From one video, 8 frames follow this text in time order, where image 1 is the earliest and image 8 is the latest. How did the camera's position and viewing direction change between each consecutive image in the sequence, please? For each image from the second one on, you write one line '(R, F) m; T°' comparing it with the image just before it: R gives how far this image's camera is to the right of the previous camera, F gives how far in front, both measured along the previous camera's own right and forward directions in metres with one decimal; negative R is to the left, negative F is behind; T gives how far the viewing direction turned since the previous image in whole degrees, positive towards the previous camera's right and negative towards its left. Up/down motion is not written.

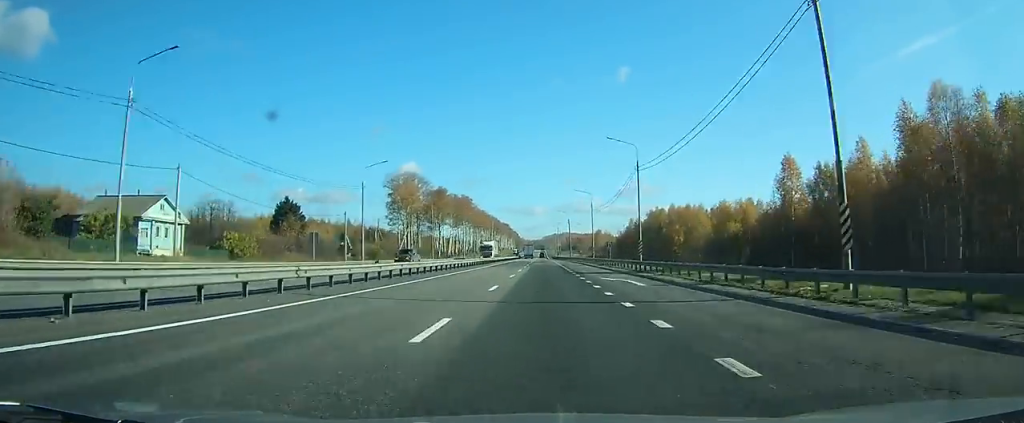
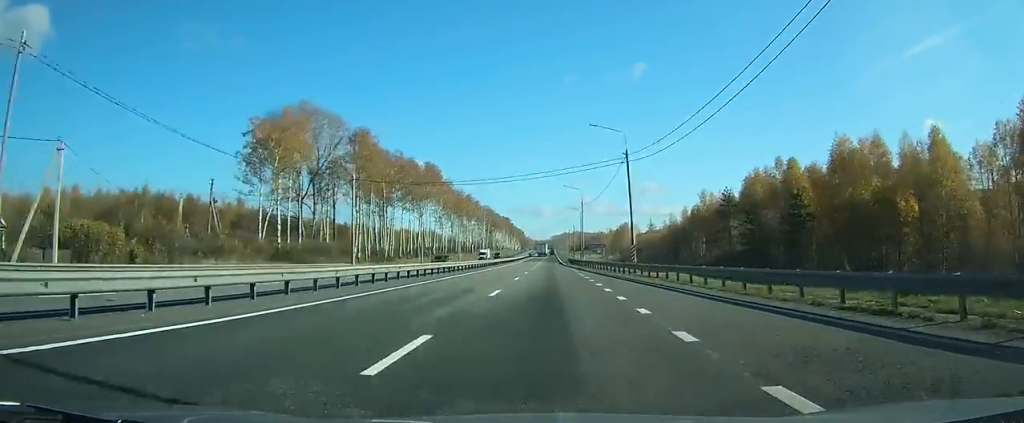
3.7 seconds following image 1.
(-0.7, +81.8) m; -1°
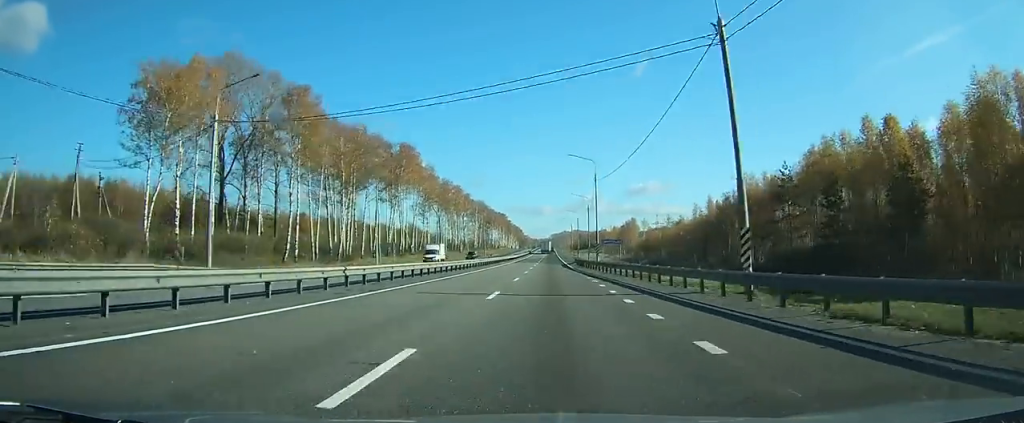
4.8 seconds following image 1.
(0.0, +24.8) m; 0°
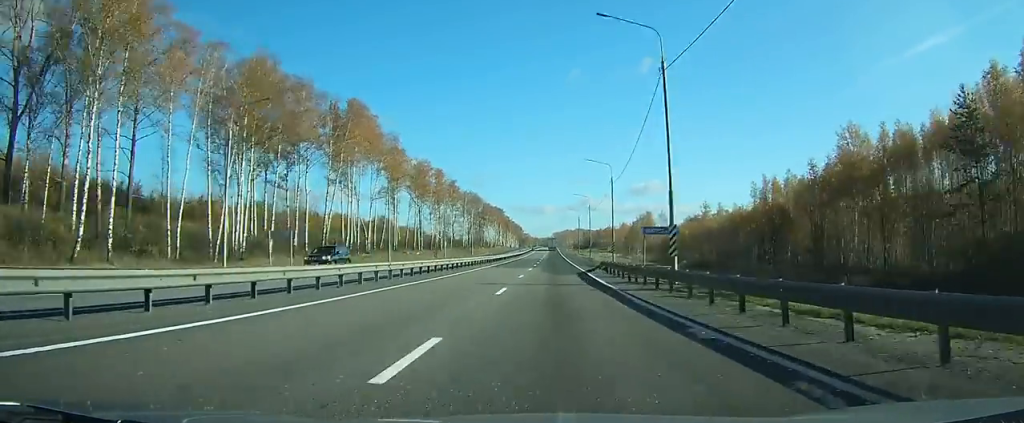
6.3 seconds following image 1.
(0.0, +34.7) m; 0°
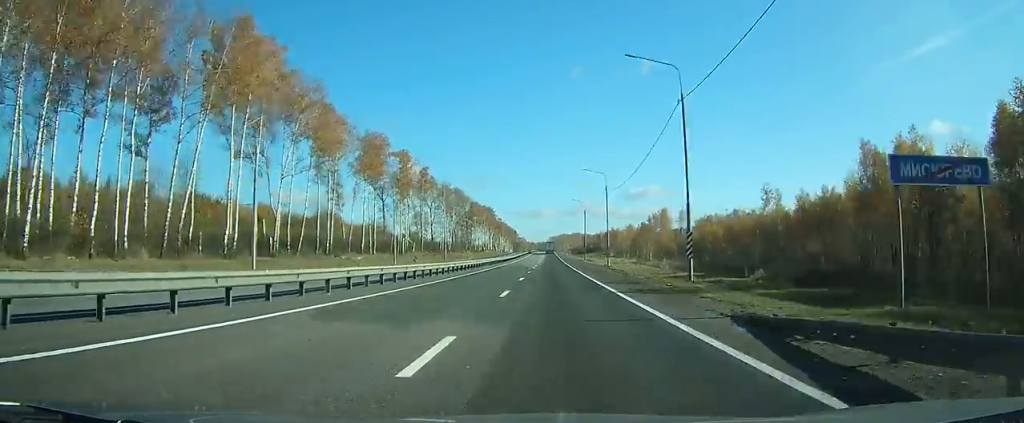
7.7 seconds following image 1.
(0.0, +37.2) m; 0°
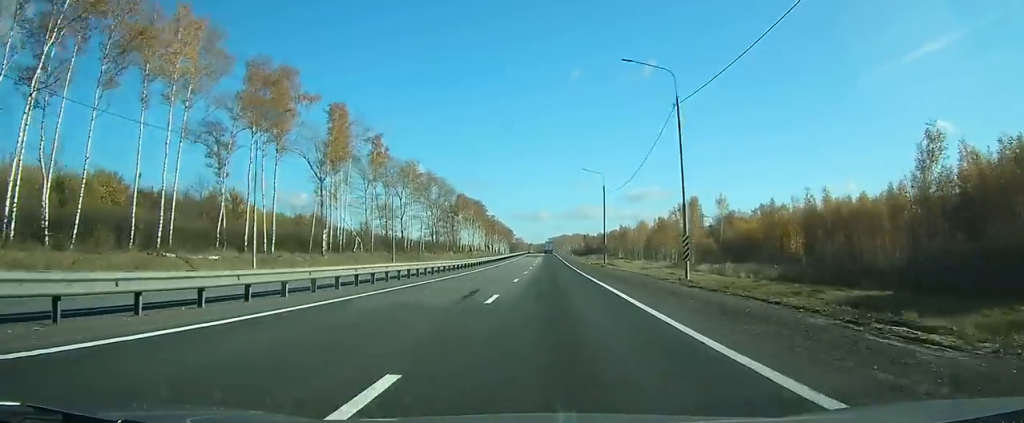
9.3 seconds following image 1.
(+0.1, +40.1) m; 0°
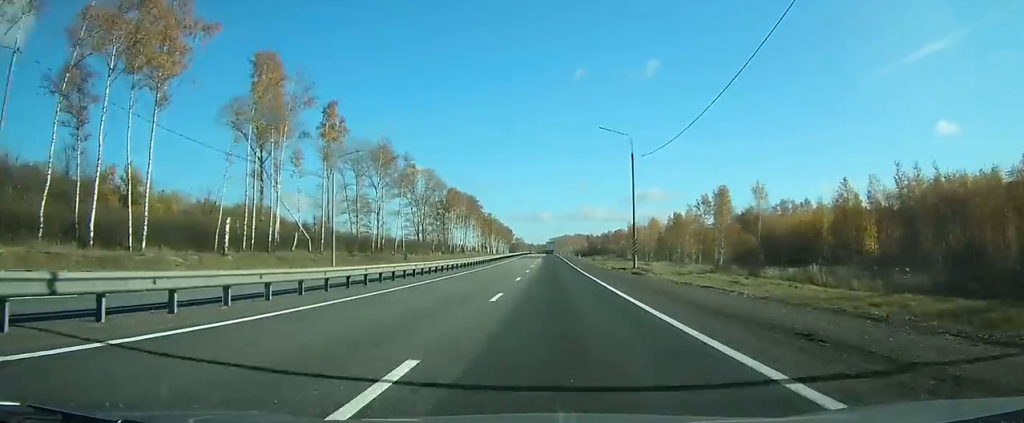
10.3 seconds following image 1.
(0.0, +23.3) m; 0°
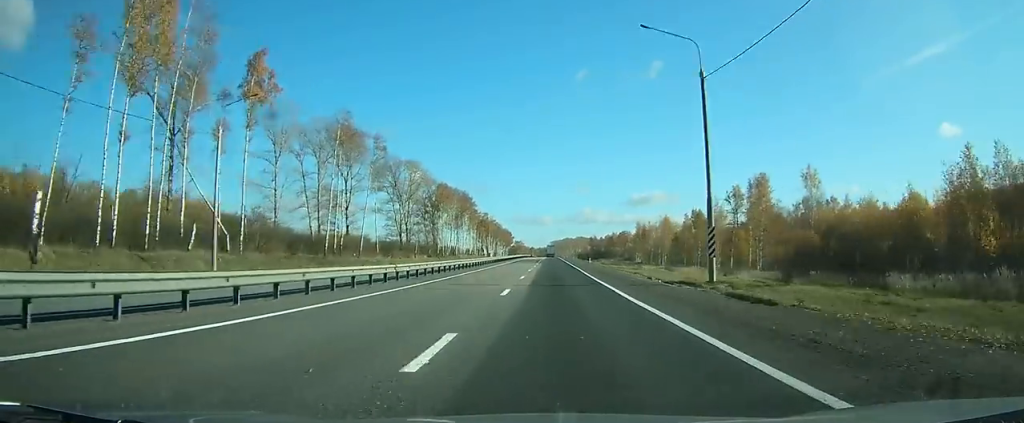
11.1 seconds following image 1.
(0.0, +21.2) m; 0°
